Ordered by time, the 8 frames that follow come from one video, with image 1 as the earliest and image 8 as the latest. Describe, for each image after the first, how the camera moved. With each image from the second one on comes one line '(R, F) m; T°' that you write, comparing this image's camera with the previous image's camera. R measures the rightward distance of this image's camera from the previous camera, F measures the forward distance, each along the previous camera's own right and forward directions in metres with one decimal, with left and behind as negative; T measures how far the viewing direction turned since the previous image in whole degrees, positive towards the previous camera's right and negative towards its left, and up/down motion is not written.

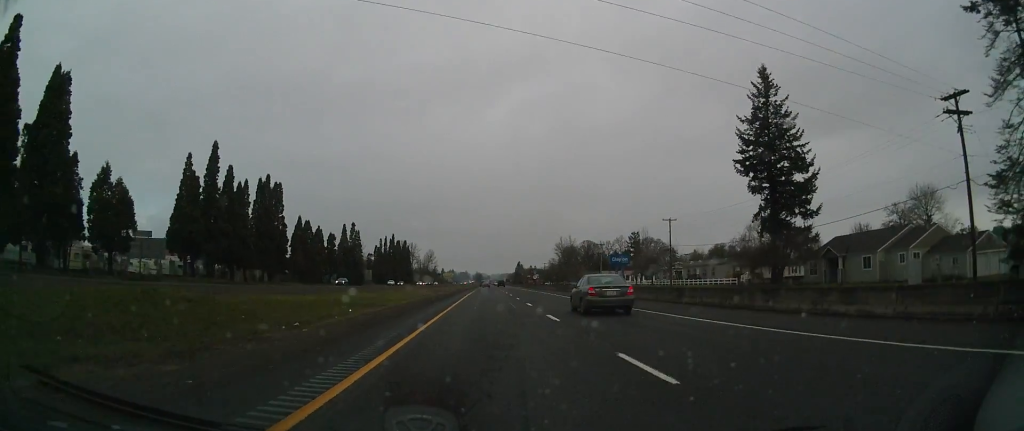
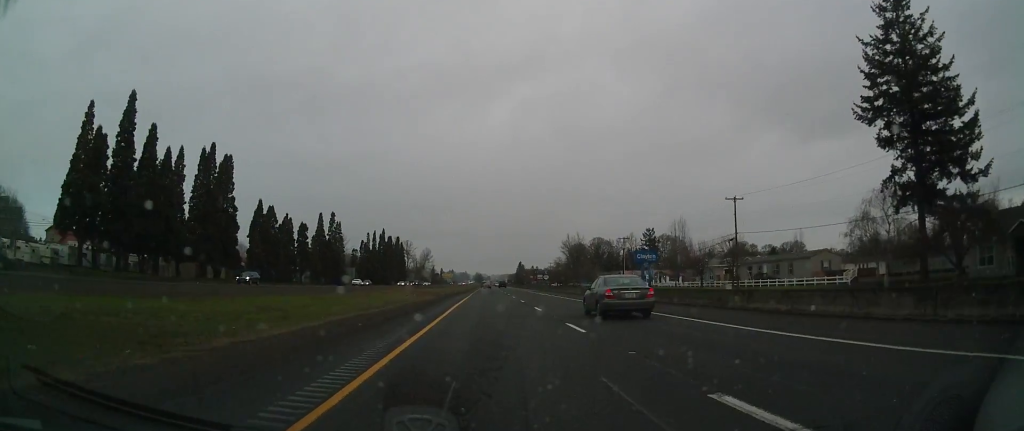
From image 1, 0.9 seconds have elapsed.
(-0.1, +28.2) m; 0°
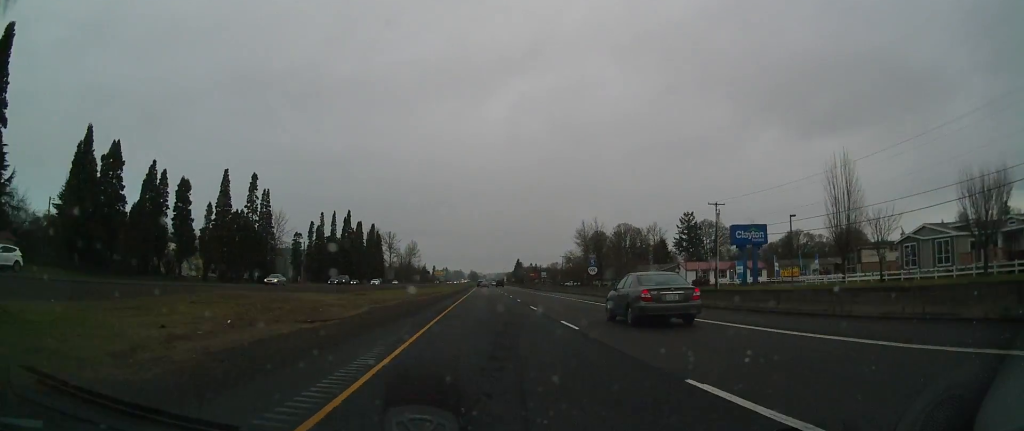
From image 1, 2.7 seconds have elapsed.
(-0.3, +60.3) m; 0°
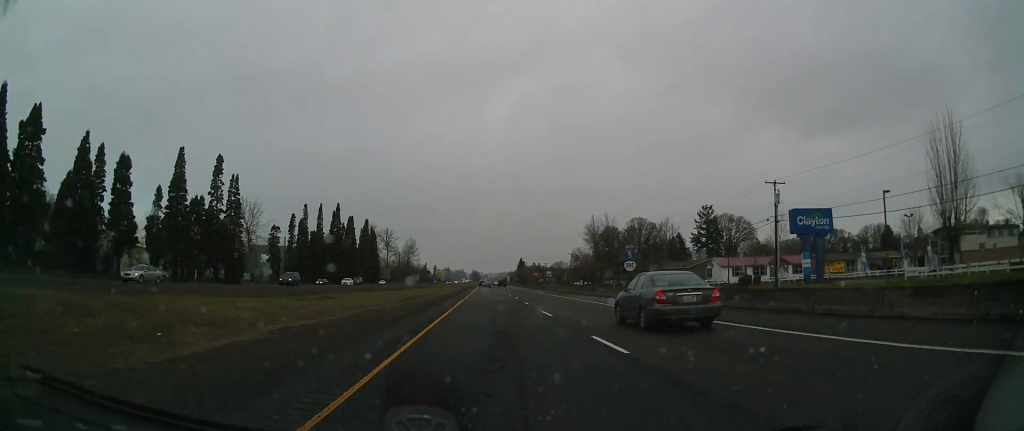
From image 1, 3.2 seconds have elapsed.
(+0.1, +17.6) m; 0°
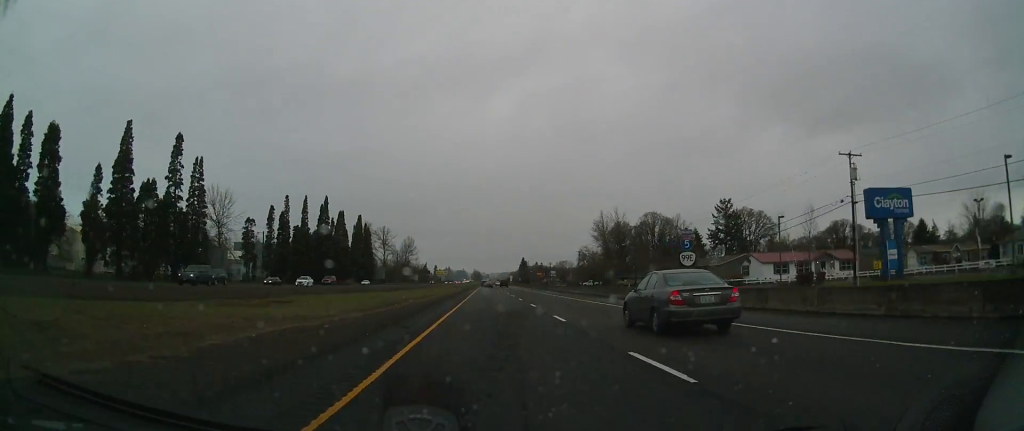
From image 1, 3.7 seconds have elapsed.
(0.0, +15.5) m; 0°
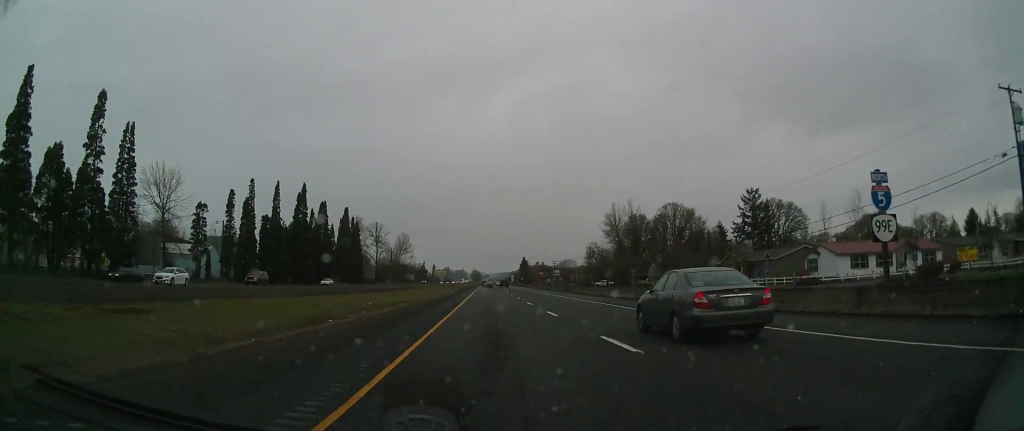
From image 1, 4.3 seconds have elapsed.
(0.0, +21.1) m; 0°
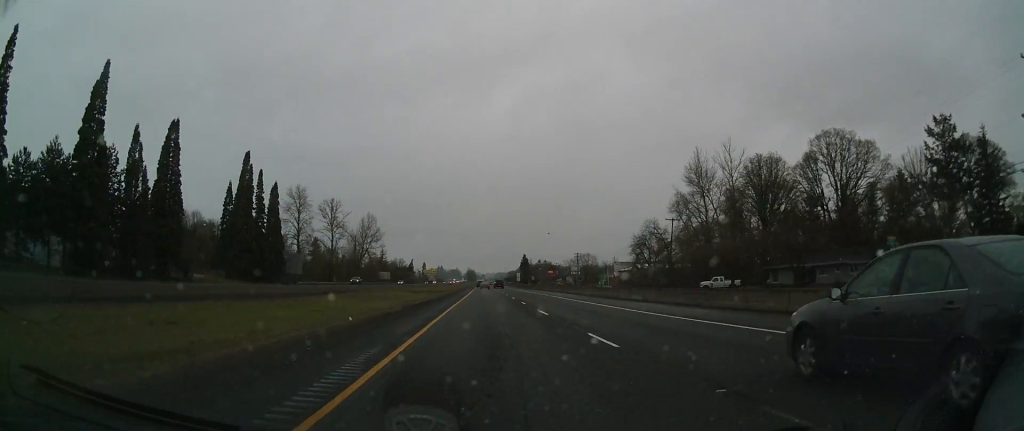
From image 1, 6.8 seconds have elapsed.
(+0.1, +83.8) m; 0°
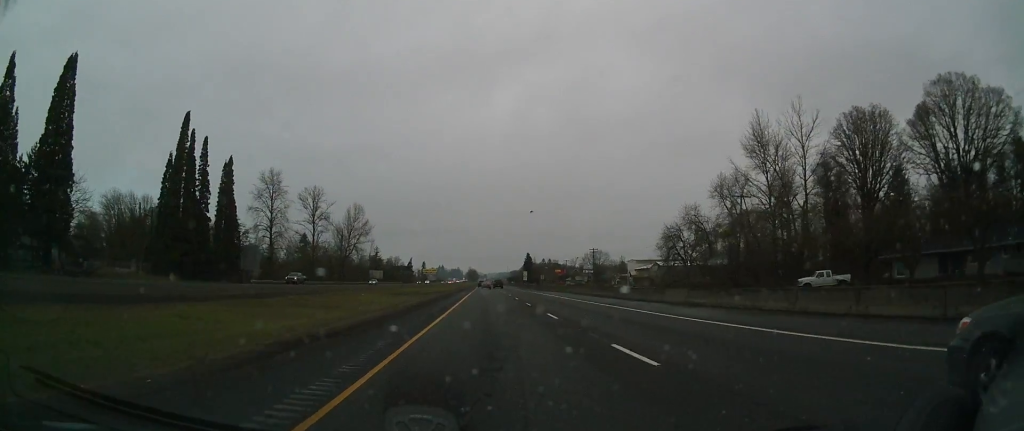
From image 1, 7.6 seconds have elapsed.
(-0.1, +26.9) m; 0°
